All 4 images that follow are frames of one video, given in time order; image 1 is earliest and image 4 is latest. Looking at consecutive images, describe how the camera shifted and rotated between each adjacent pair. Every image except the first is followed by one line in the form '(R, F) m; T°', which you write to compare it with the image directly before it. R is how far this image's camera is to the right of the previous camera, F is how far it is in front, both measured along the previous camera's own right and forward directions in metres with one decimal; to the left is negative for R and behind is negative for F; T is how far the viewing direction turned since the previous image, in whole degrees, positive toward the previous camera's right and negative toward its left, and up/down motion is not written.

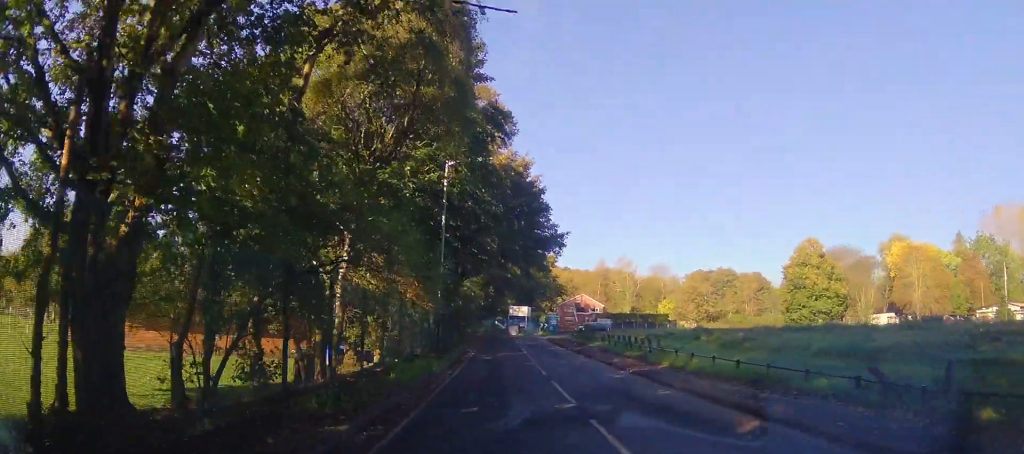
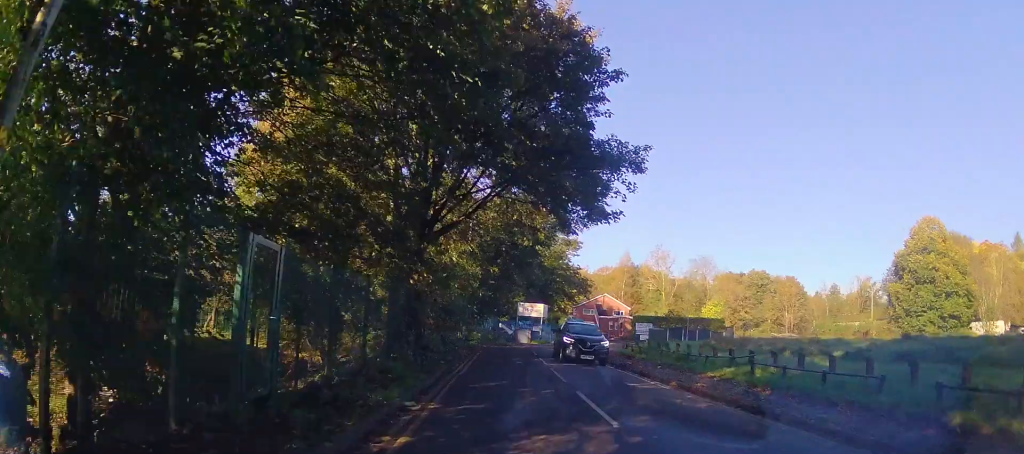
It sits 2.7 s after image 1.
(-0.8, +19.3) m; -3°
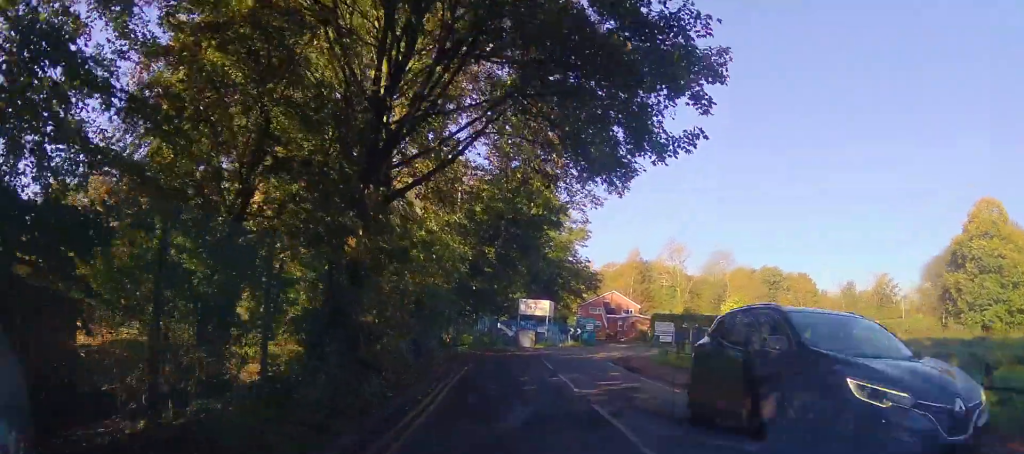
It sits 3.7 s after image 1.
(-0.1, +8.1) m; 0°
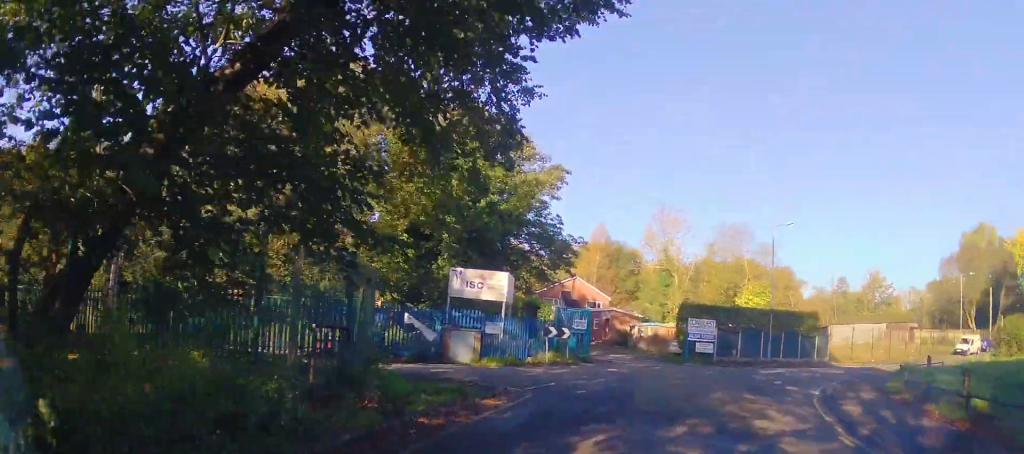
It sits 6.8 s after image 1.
(+0.5, +25.4) m; +3°
